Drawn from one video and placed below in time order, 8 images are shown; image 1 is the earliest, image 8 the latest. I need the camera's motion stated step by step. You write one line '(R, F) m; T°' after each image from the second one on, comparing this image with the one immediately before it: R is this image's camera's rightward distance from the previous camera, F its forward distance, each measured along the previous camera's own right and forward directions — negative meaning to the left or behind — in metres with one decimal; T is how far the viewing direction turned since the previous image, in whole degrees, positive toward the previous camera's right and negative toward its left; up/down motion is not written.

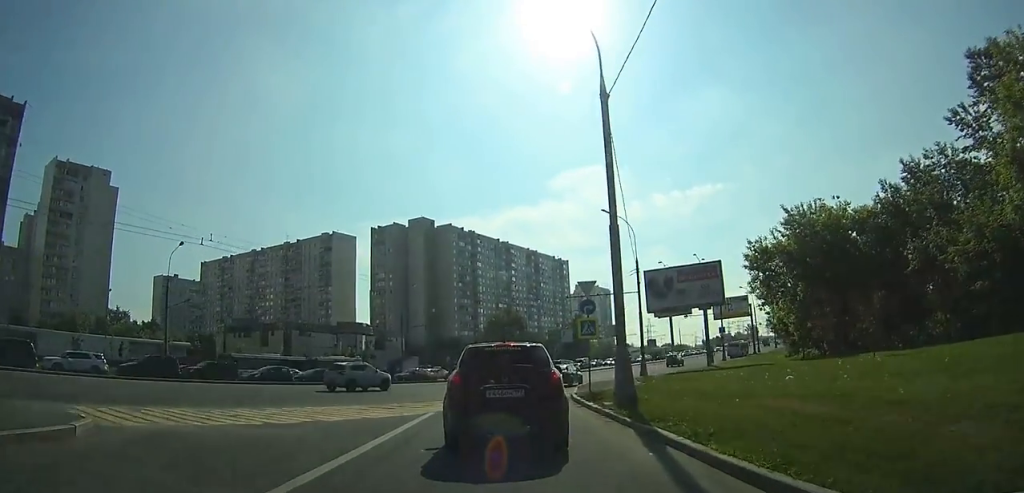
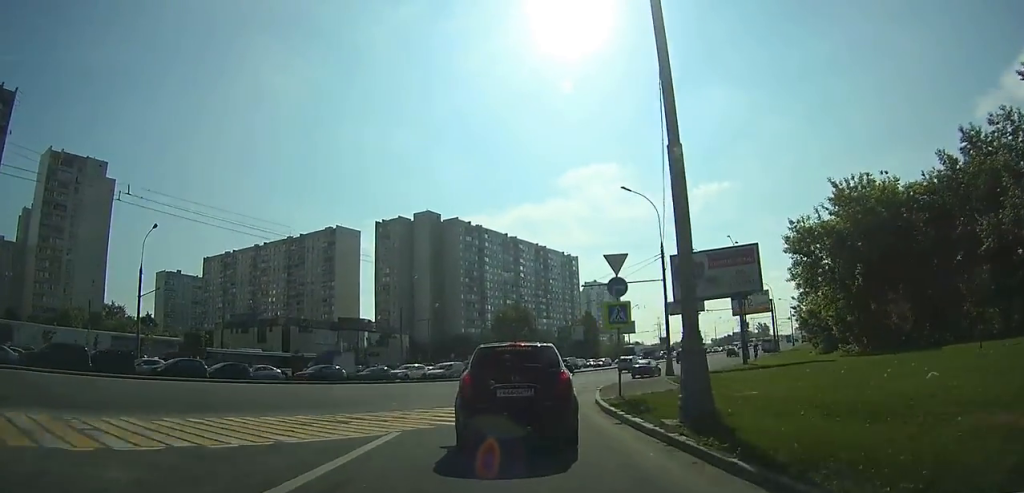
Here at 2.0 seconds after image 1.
(-0.5, +7.4) m; -4°
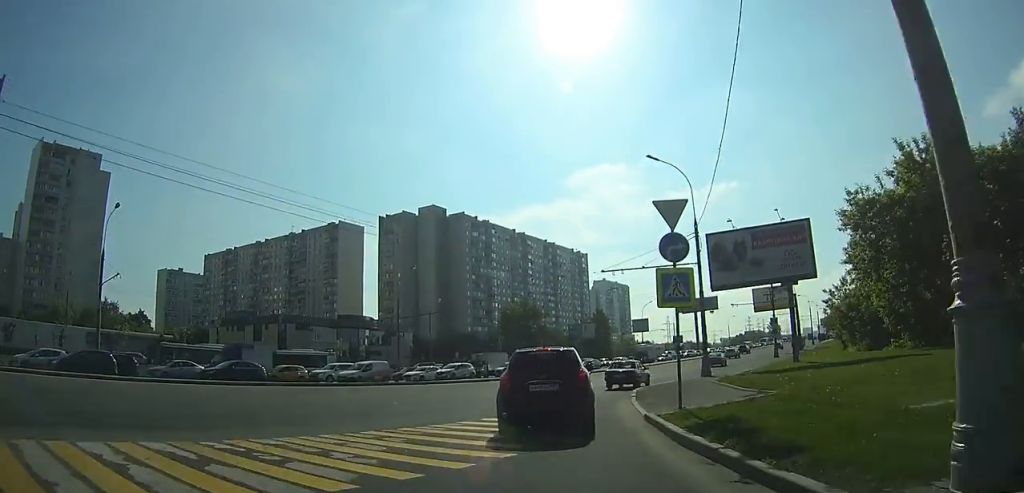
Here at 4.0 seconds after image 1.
(-0.1, +9.0) m; +2°
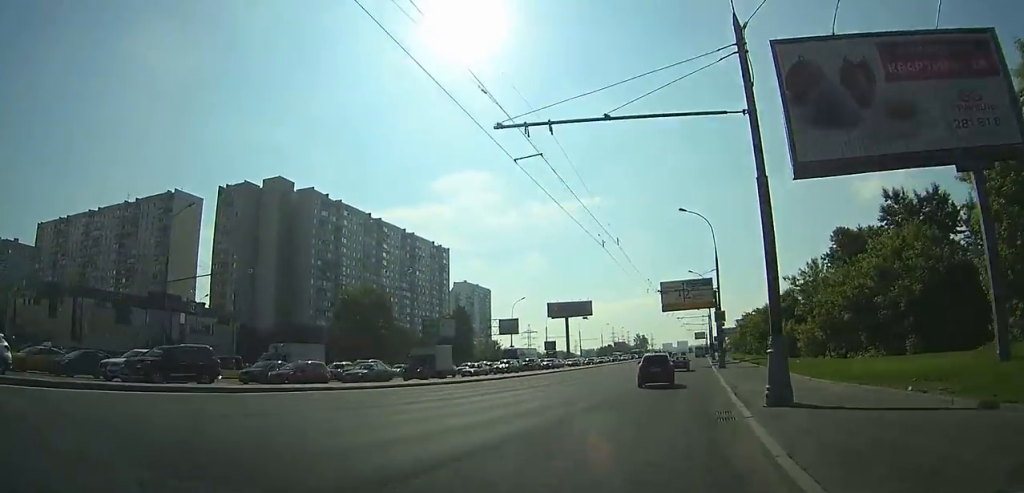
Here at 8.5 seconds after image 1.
(+3.0, +27.1) m; +15°
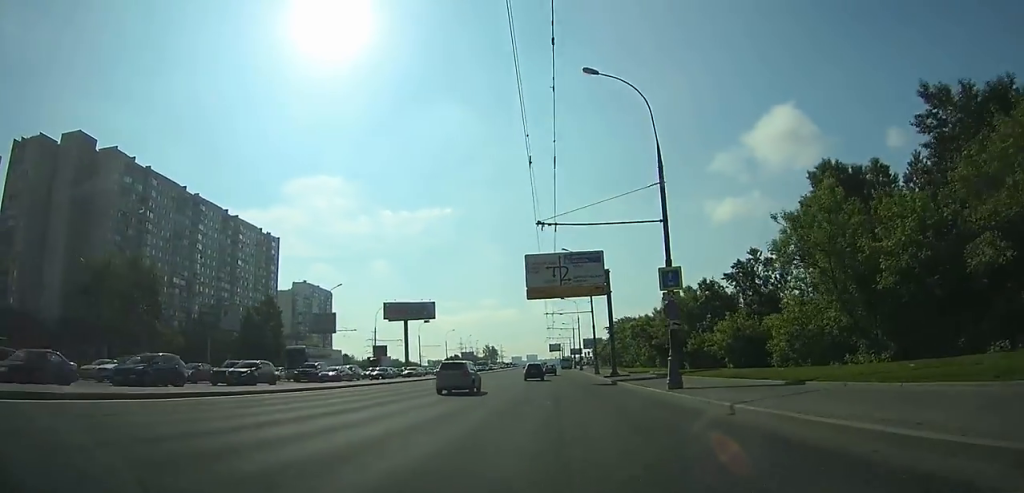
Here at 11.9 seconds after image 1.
(+3.2, +29.3) m; +9°
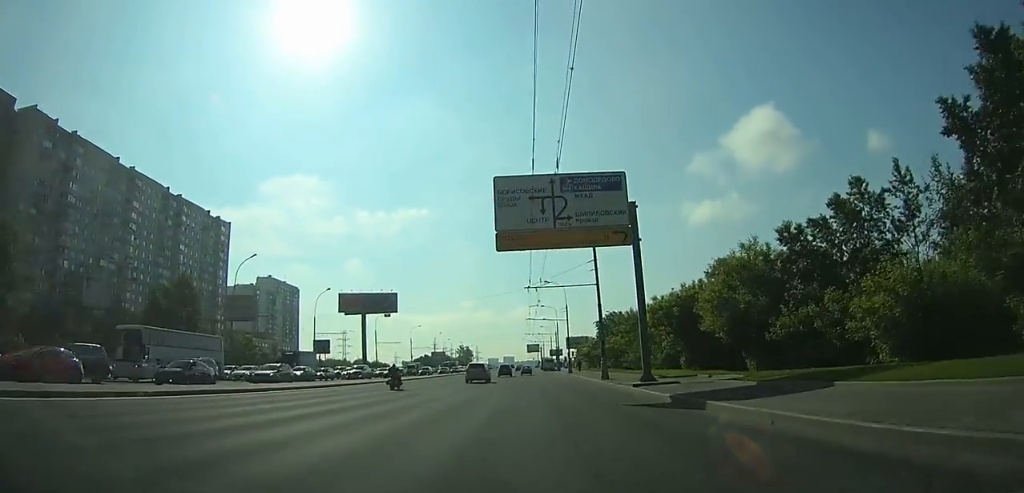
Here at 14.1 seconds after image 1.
(+0.6, +23.1) m; +3°
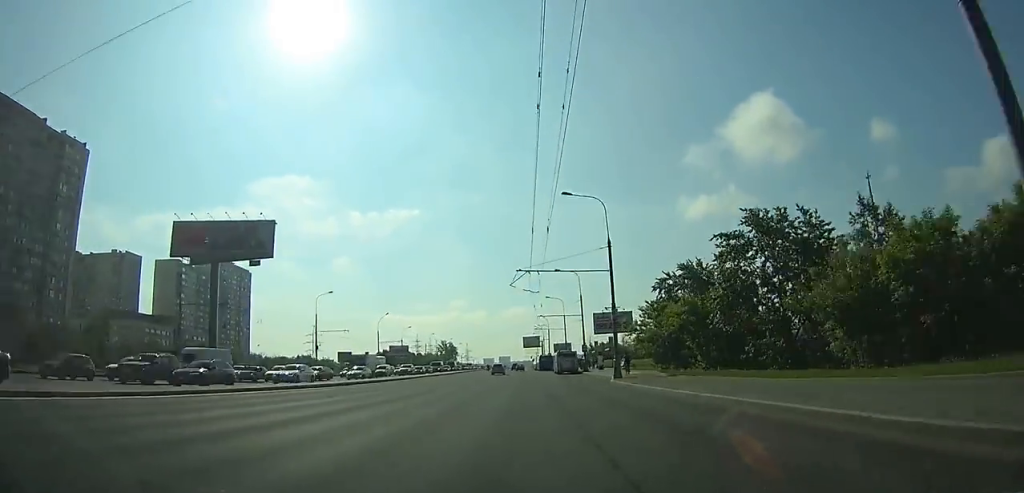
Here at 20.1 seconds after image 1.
(+2.1, +80.7) m; +1°
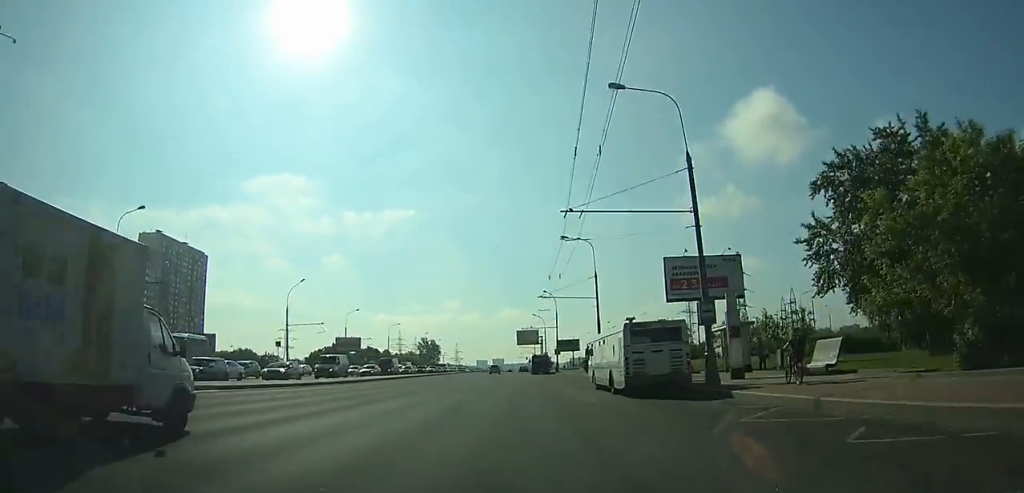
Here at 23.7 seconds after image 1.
(-0.8, +51.8) m; 0°
